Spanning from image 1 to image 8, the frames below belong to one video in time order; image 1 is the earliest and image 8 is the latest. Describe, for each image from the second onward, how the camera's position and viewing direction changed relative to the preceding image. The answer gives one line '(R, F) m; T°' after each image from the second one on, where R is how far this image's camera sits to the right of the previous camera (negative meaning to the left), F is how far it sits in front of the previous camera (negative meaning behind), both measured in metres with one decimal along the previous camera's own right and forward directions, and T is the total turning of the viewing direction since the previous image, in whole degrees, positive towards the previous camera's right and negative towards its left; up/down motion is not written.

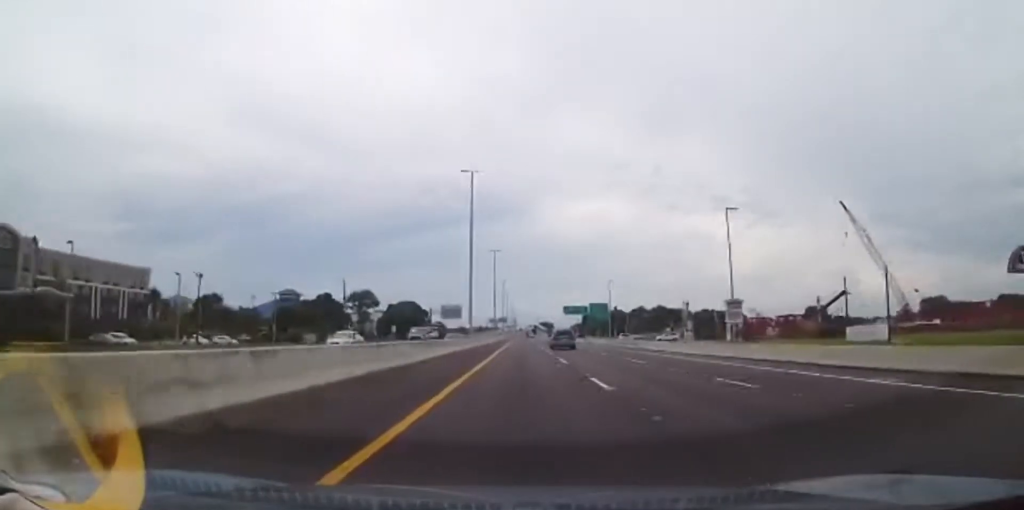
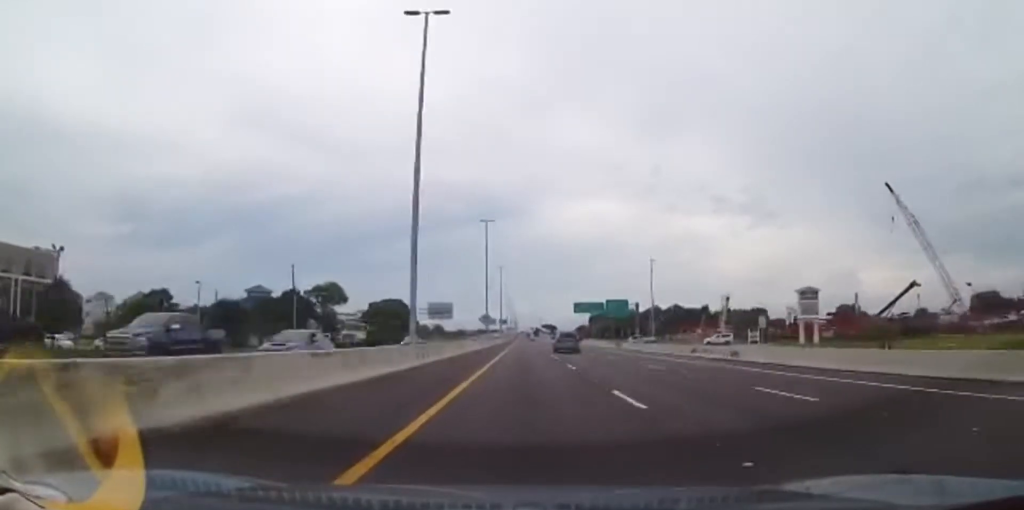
(0.0, +26.1) m; 0°
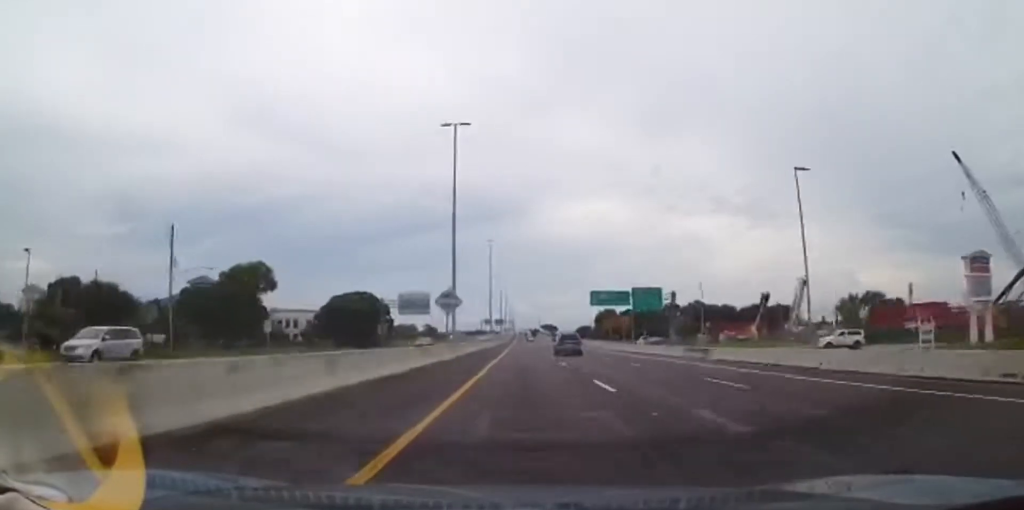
(+0.1, +33.0) m; 0°
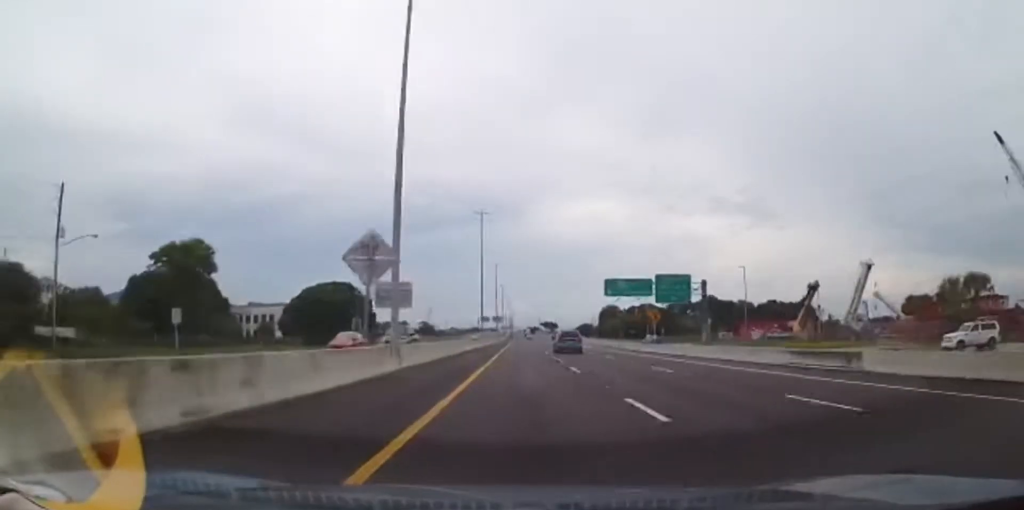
(0.0, +17.0) m; 0°
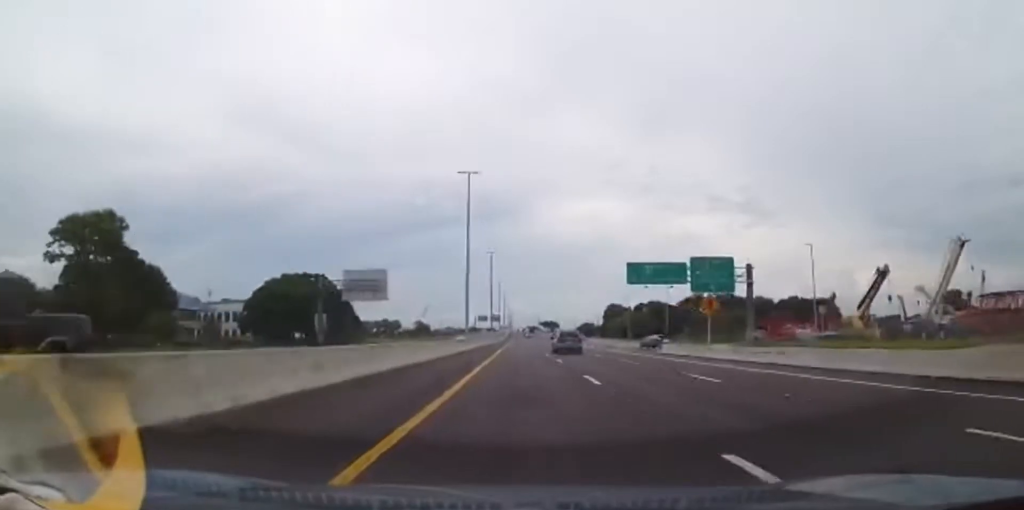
(0.0, +17.1) m; 0°
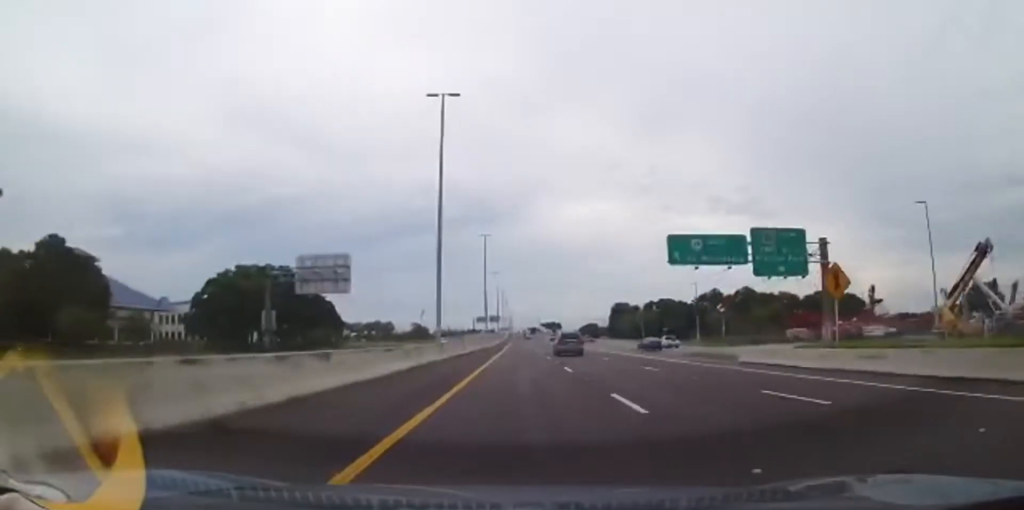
(-0.2, +17.3) m; 0°
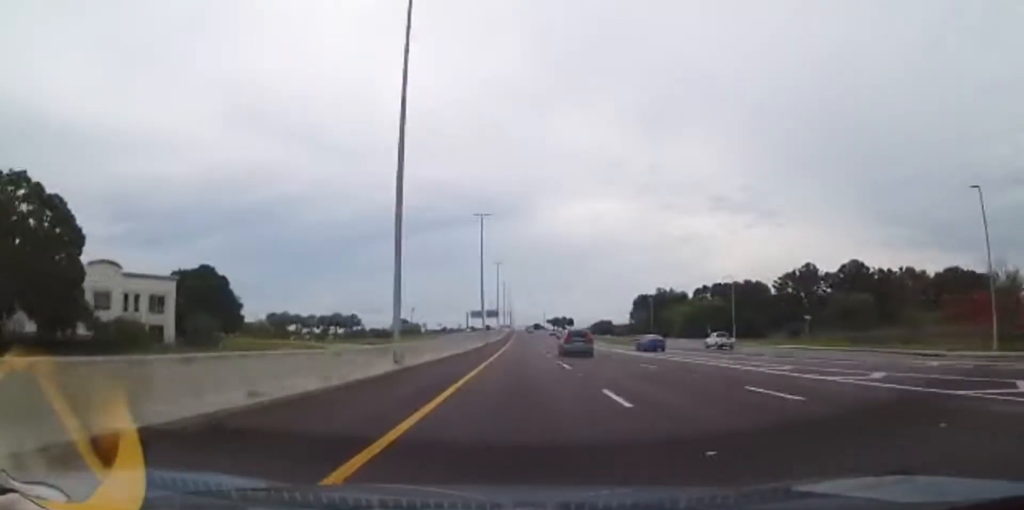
(+0.3, +58.9) m; 0°
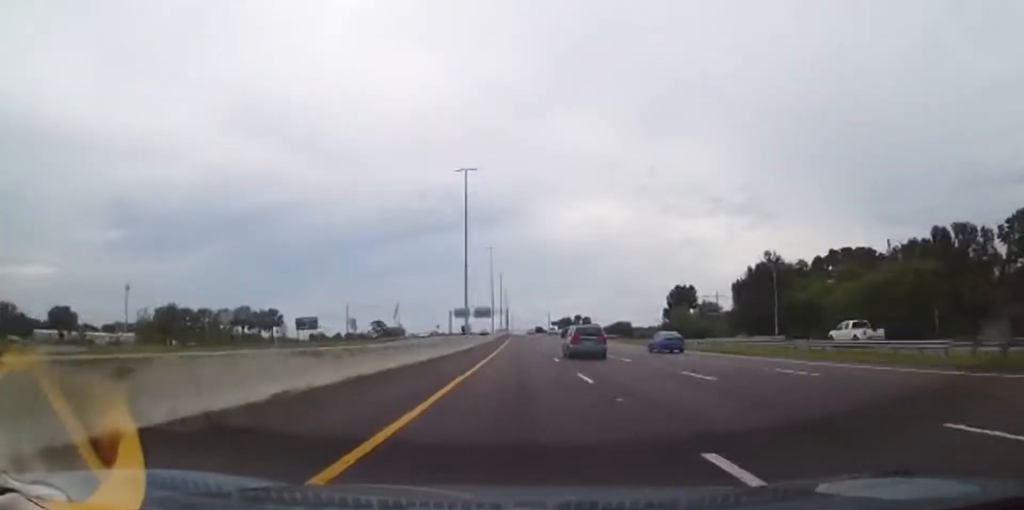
(+0.4, +67.1) m; +1°
